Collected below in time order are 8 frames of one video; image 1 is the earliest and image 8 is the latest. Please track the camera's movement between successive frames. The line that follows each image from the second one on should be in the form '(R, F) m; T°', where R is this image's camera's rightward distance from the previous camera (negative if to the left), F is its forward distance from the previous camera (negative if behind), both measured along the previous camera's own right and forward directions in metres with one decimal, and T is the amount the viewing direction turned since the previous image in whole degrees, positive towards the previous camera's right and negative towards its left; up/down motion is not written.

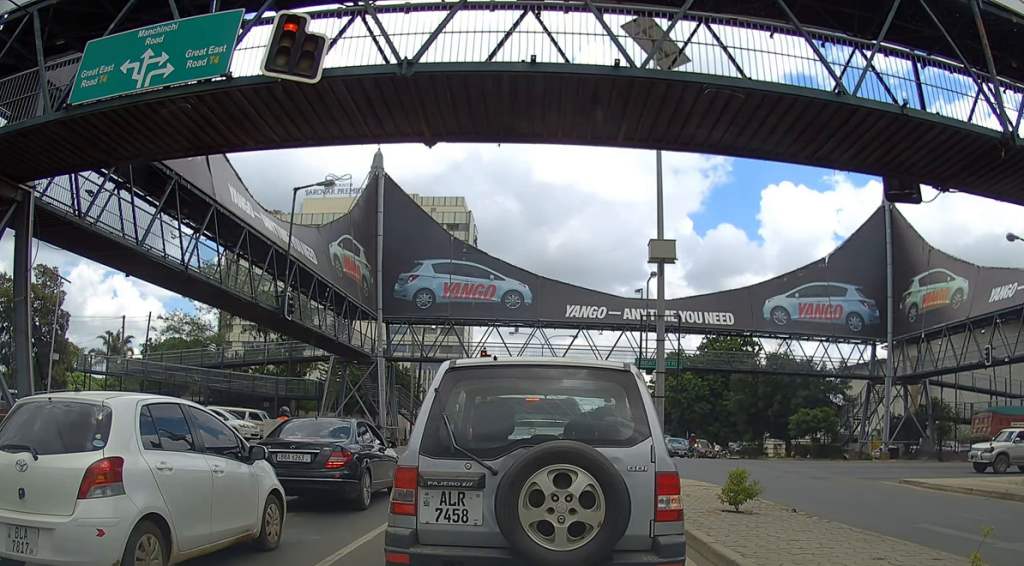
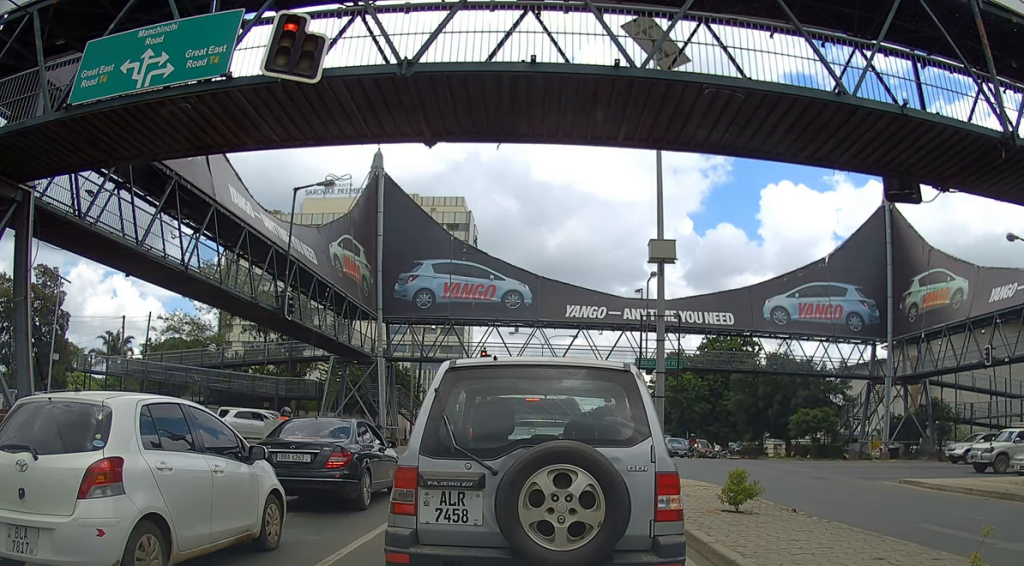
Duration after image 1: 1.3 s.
(0.0, 0.0) m; 0°
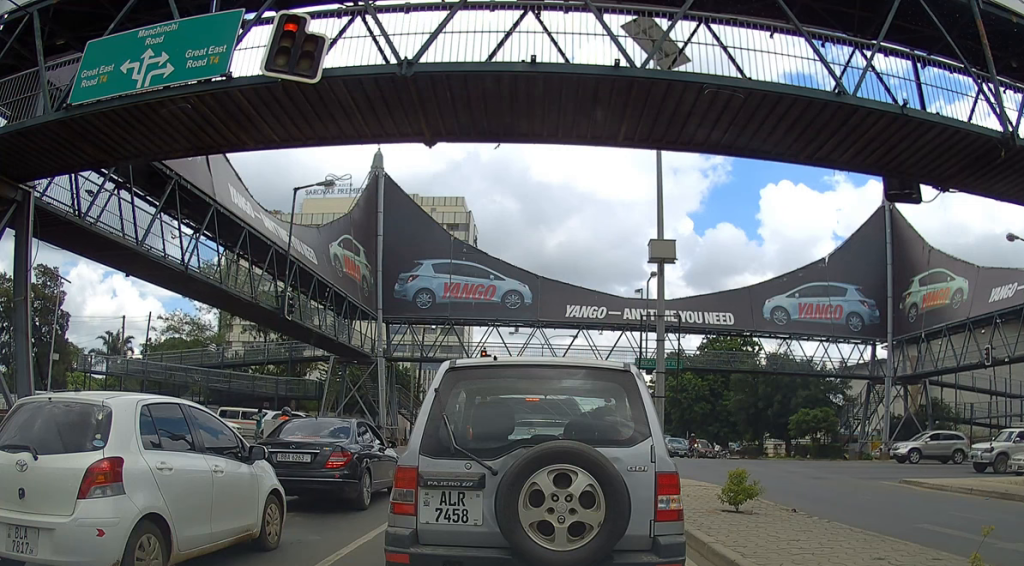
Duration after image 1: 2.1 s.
(0.0, 0.0) m; 0°
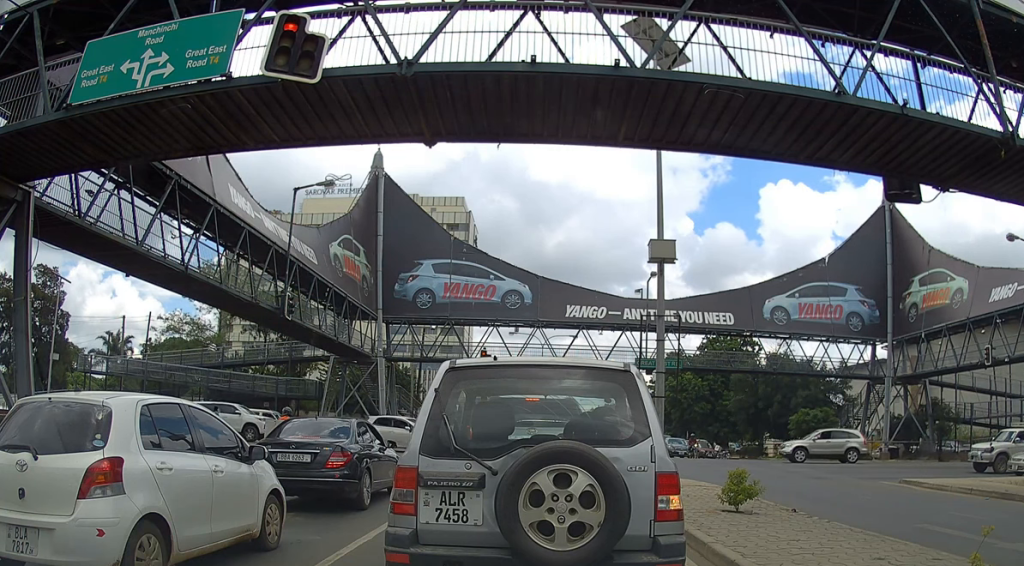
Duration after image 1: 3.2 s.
(0.0, 0.0) m; 0°
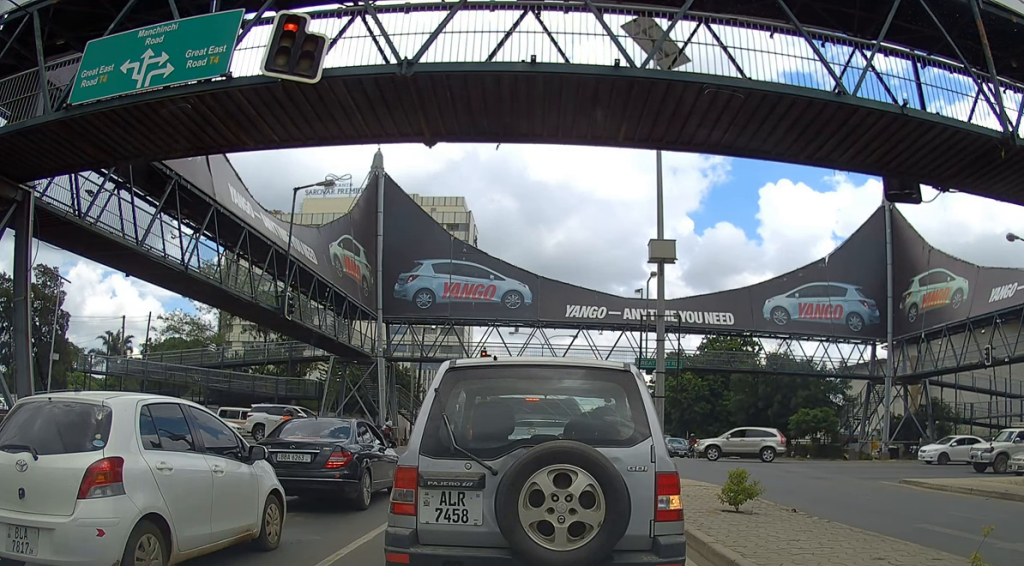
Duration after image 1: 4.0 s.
(0.0, 0.0) m; 0°
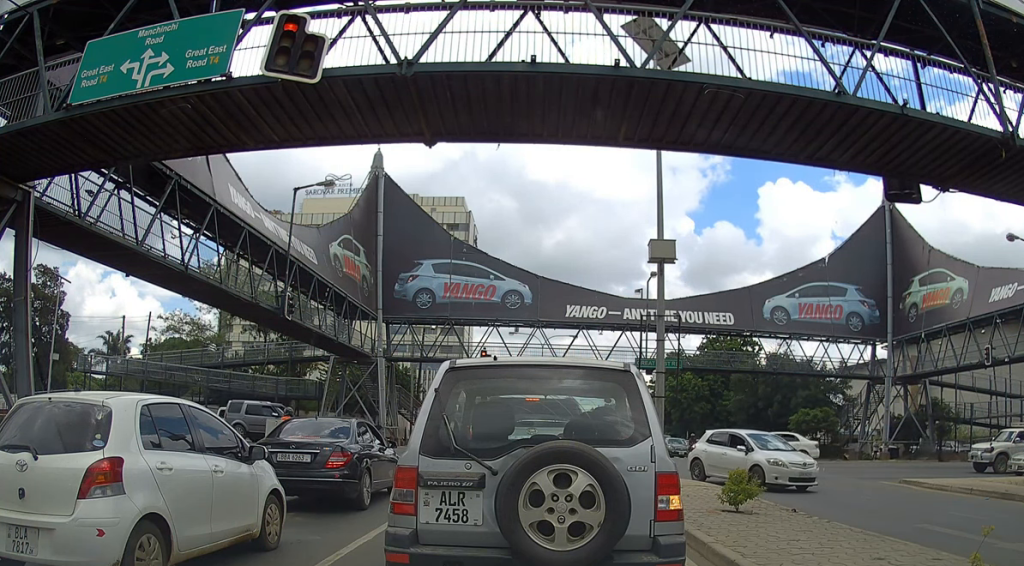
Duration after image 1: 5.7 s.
(0.0, 0.0) m; 0°
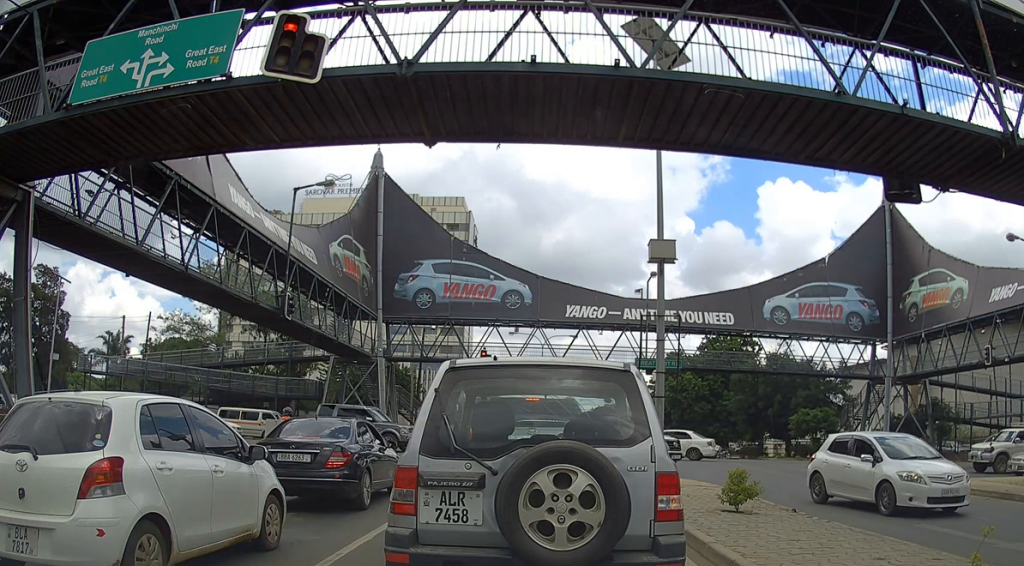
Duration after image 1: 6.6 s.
(0.0, 0.0) m; 0°
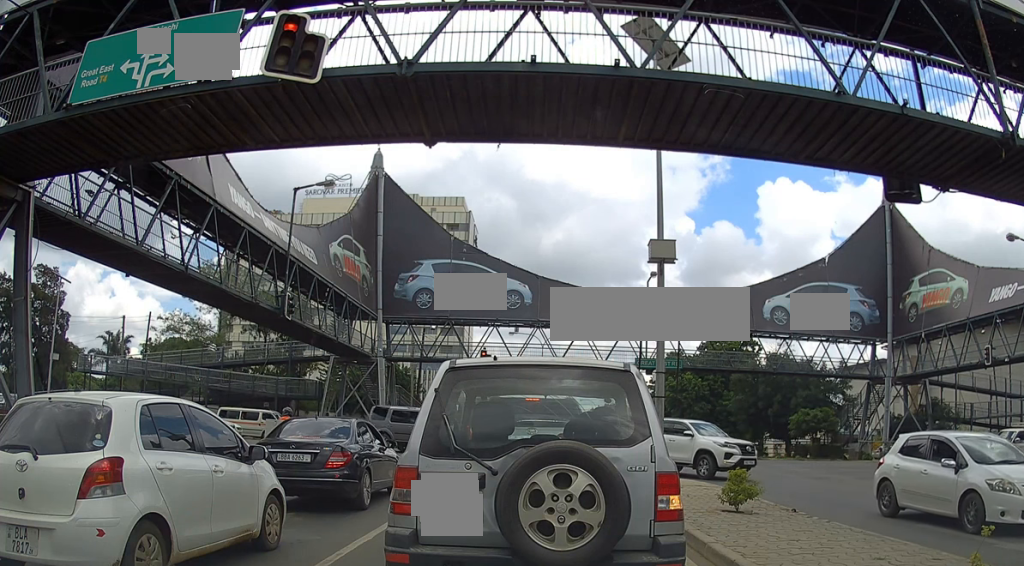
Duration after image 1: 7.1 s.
(0.0, 0.0) m; 0°
